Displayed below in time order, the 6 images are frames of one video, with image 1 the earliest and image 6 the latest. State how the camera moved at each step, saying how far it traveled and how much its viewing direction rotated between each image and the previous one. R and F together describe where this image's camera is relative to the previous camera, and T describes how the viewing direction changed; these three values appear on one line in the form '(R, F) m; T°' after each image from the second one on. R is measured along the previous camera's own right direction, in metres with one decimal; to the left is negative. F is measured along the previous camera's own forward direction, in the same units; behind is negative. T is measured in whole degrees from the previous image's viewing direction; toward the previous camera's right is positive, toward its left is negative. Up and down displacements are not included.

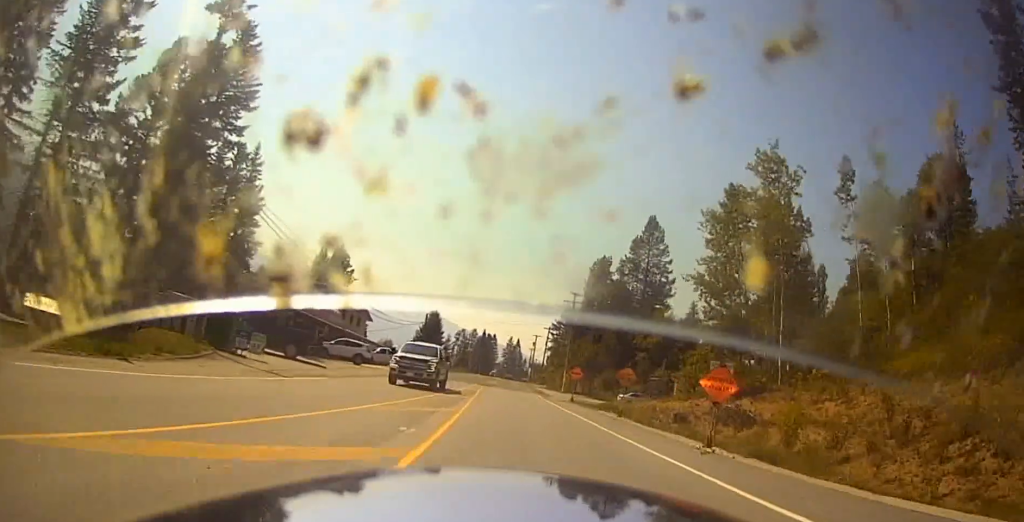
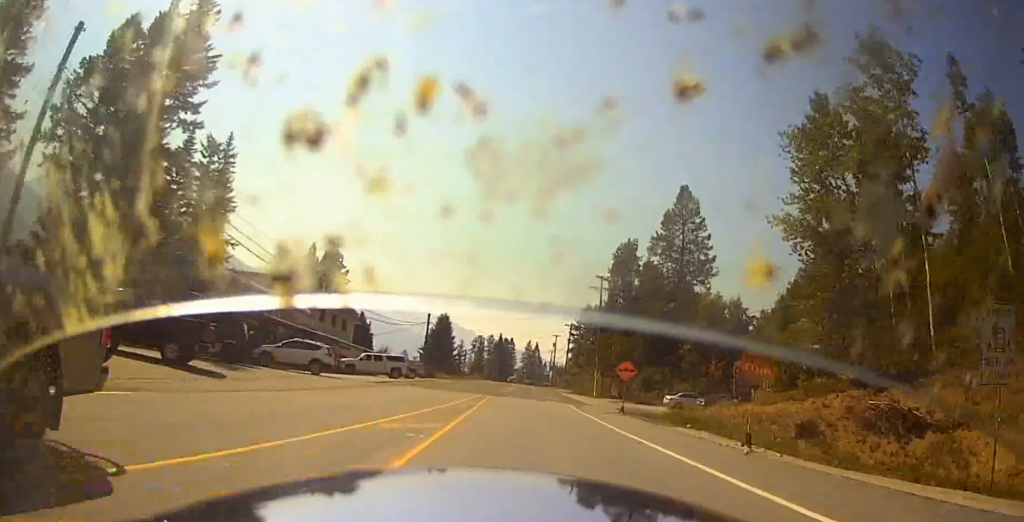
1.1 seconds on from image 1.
(-0.6, +12.1) m; -2°
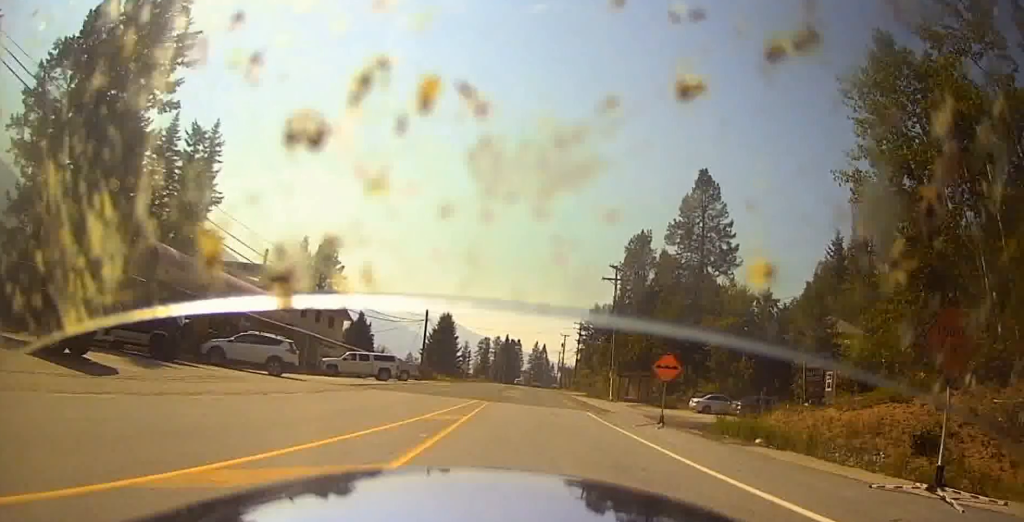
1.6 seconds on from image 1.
(0.0, +5.7) m; +1°
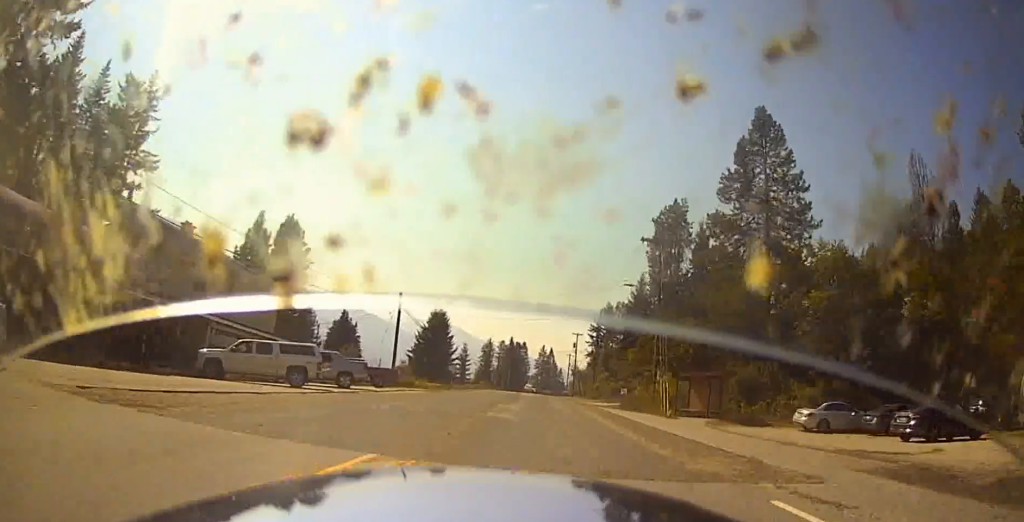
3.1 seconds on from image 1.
(+0.8, +17.3) m; +5°
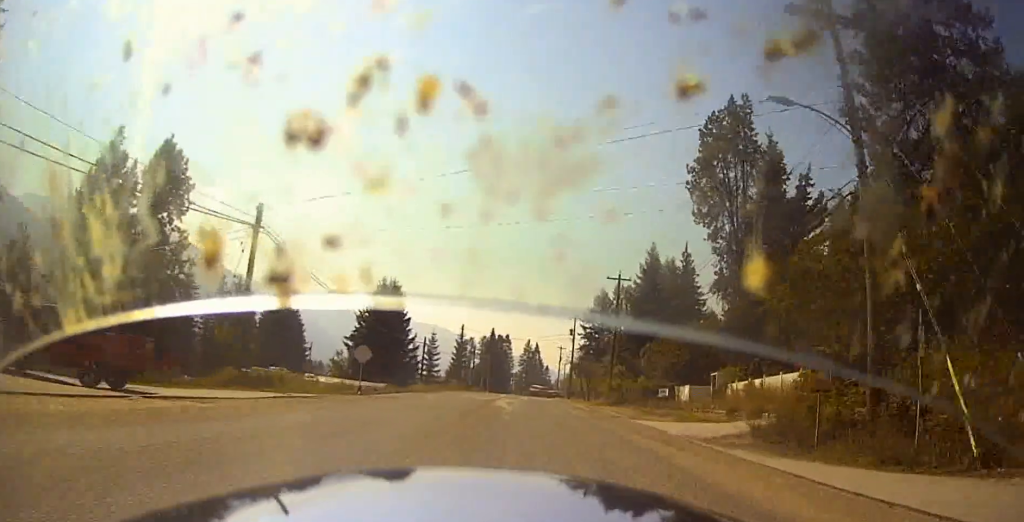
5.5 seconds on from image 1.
(0.0, +28.0) m; -3°
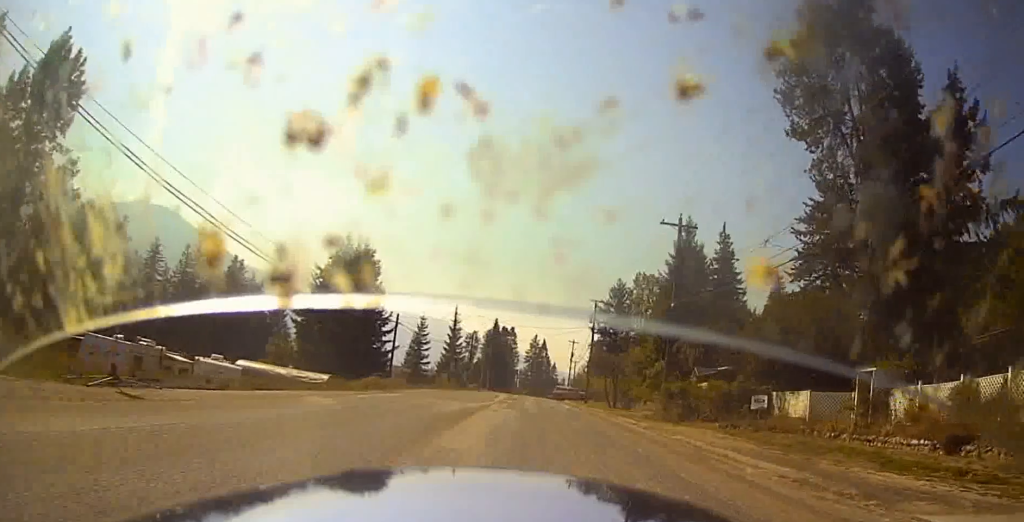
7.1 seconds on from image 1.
(-0.3, +19.5) m; -1°
